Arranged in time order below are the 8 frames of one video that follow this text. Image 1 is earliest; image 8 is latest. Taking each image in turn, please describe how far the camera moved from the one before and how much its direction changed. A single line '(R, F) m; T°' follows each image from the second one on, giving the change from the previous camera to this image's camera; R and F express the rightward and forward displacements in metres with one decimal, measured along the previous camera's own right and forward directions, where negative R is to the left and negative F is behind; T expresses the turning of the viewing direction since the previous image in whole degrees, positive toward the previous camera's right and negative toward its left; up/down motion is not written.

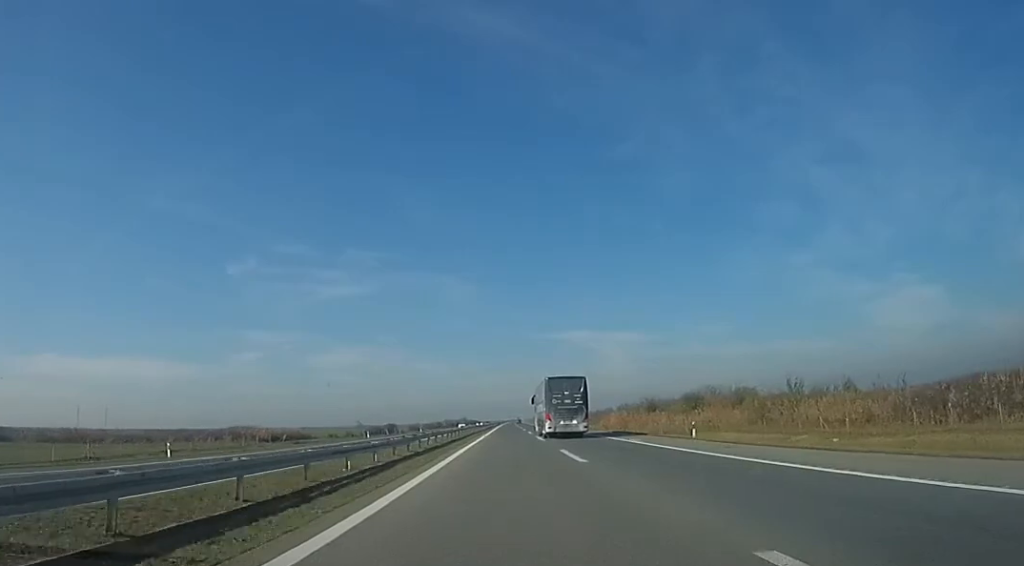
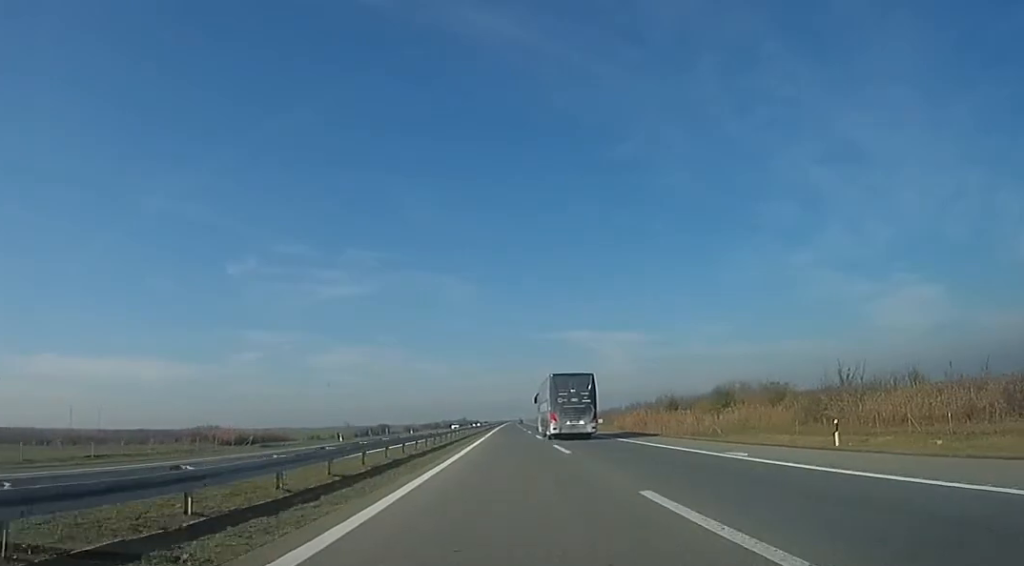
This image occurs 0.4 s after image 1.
(0.0, +14.0) m; 0°
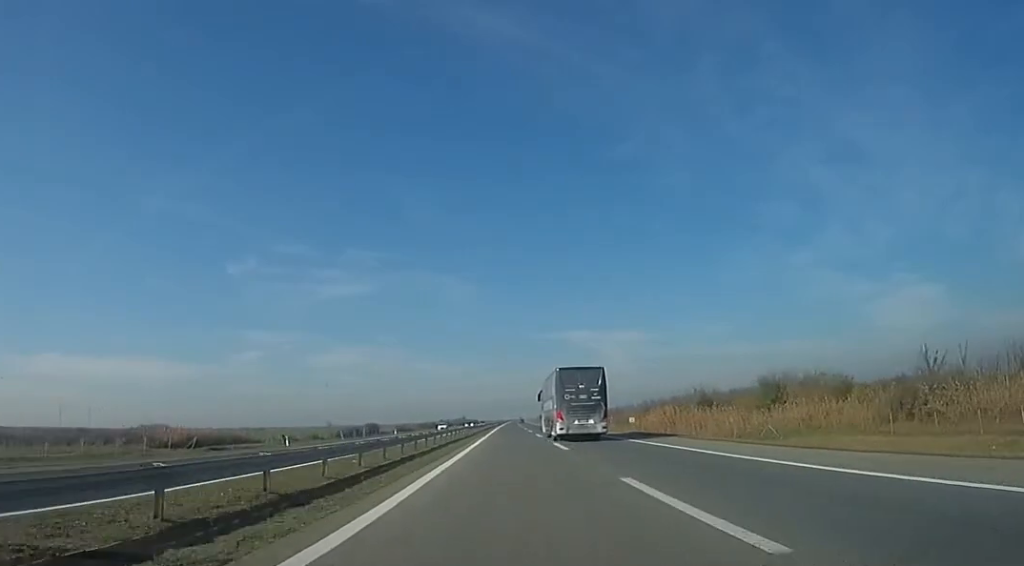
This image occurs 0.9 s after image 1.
(0.0, +16.9) m; 0°
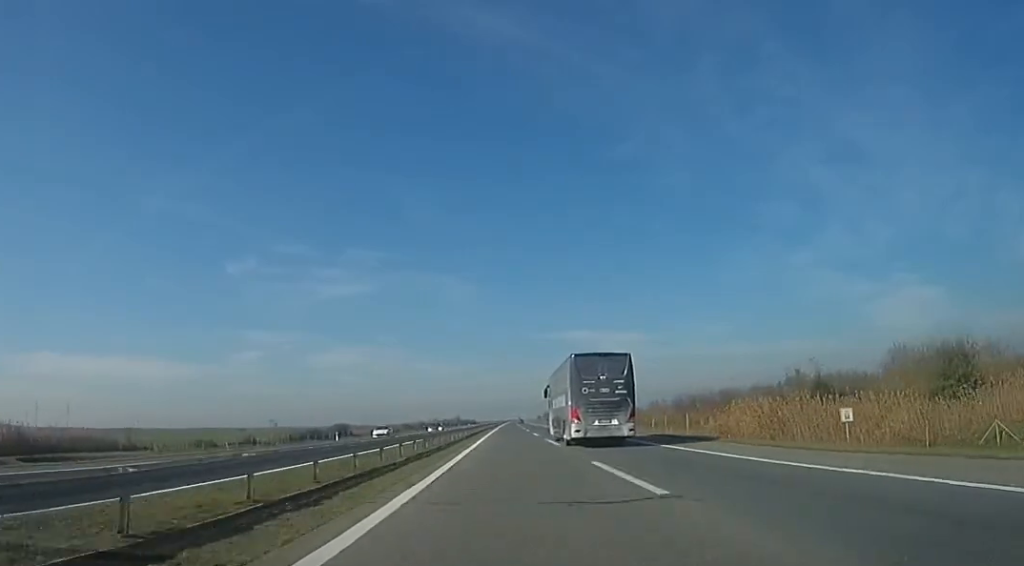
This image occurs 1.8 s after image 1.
(0.0, +33.1) m; 0°
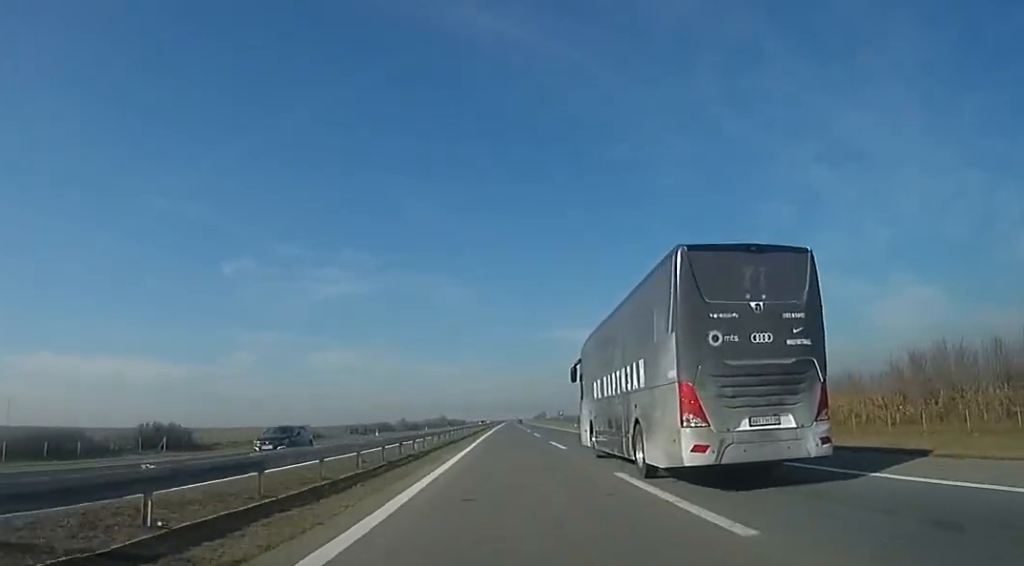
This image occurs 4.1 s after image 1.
(0.0, +79.6) m; 0°
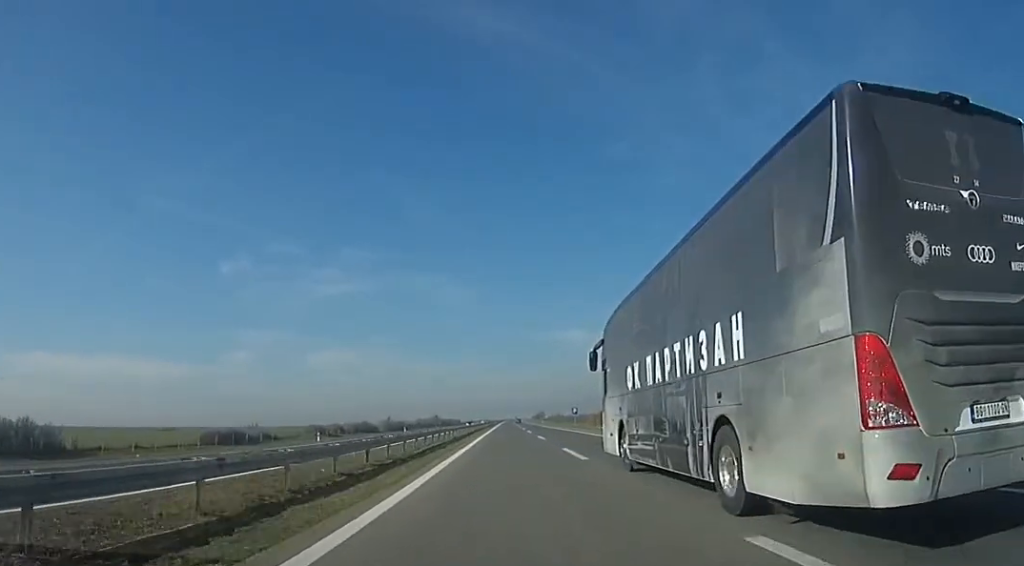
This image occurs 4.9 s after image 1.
(0.0, +26.4) m; 0°
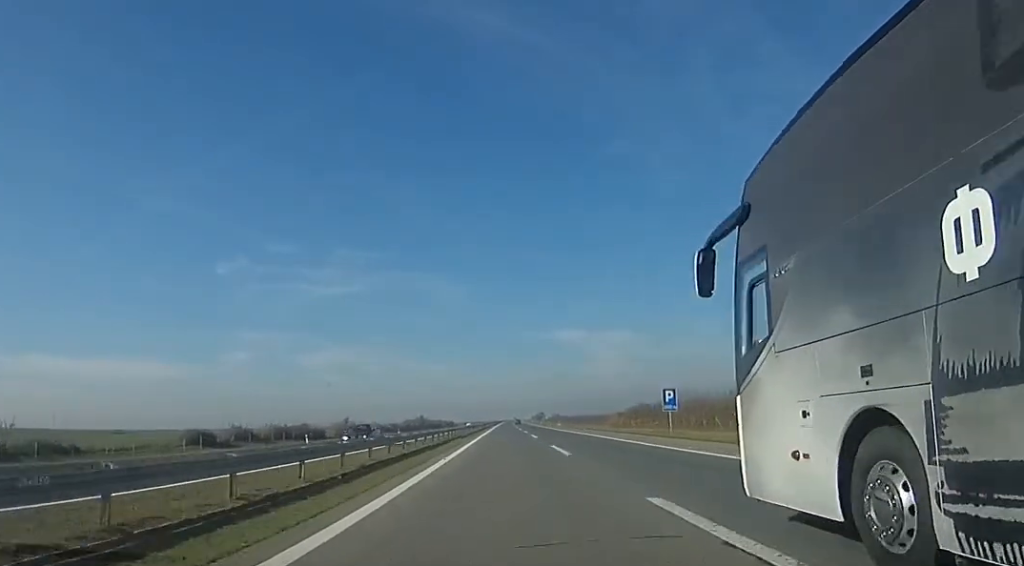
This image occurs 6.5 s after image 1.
(+1.6, +54.3) m; +2°
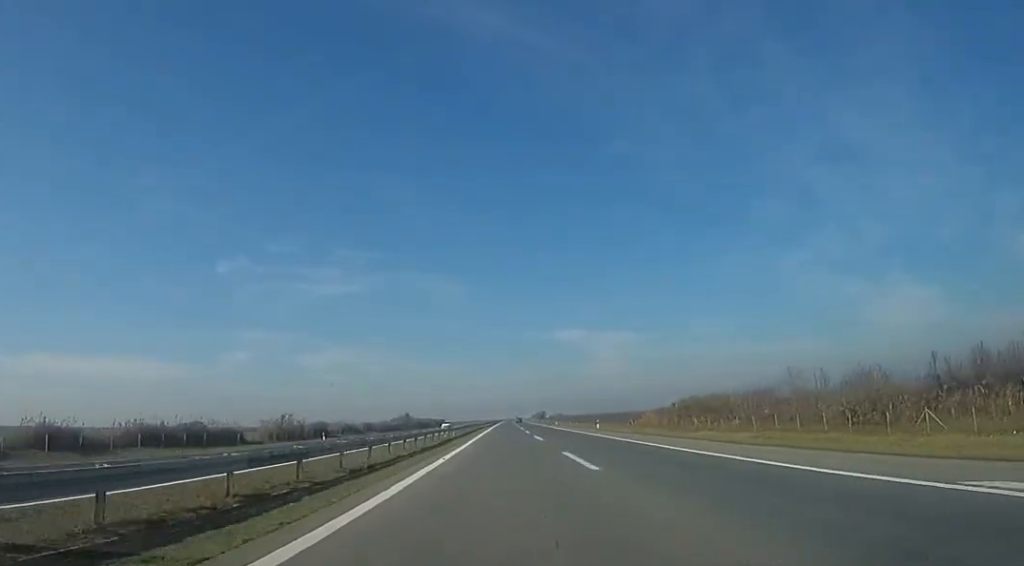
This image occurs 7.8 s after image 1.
(-1.2, +44.4) m; -2°
